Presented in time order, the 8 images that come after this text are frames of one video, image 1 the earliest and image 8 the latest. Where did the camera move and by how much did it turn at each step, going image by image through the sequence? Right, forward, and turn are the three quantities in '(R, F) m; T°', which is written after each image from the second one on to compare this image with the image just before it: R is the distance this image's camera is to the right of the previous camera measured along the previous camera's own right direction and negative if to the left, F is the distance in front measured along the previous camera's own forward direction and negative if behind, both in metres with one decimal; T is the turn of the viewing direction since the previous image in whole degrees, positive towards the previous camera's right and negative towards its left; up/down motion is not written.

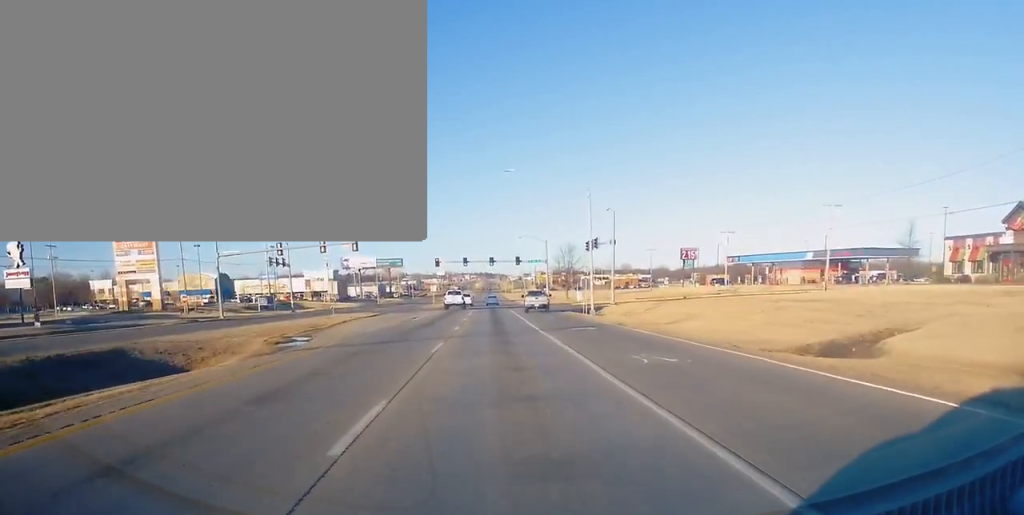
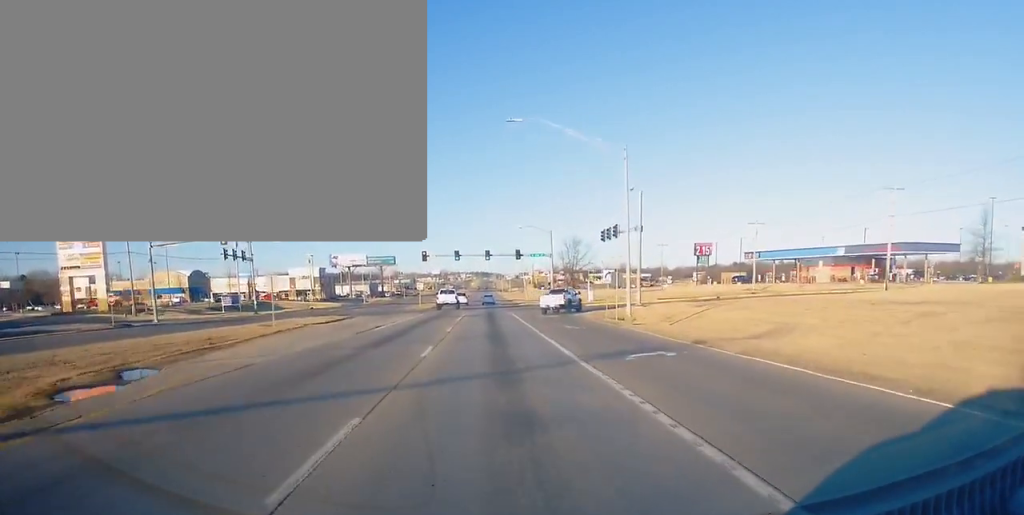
(0.0, +15.6) m; 0°
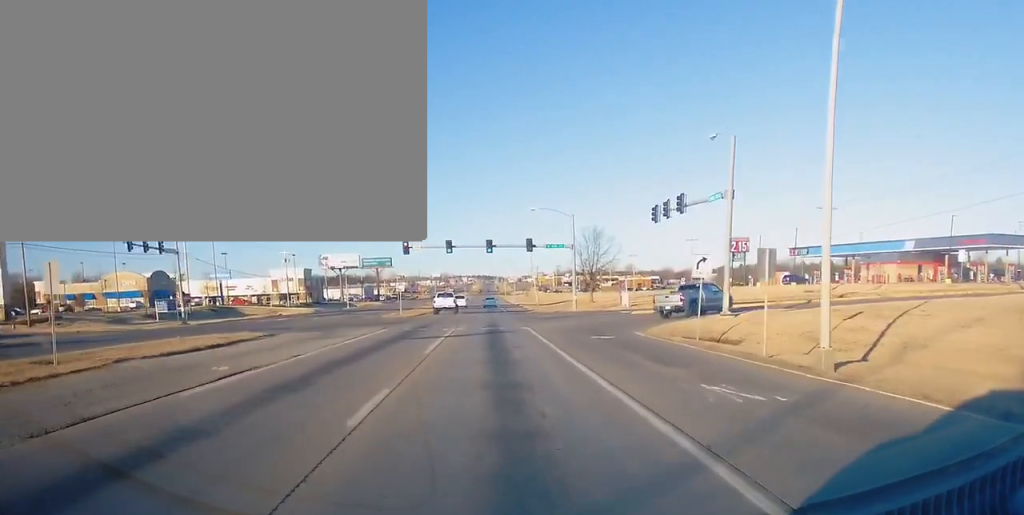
(0.0, +23.6) m; -2°
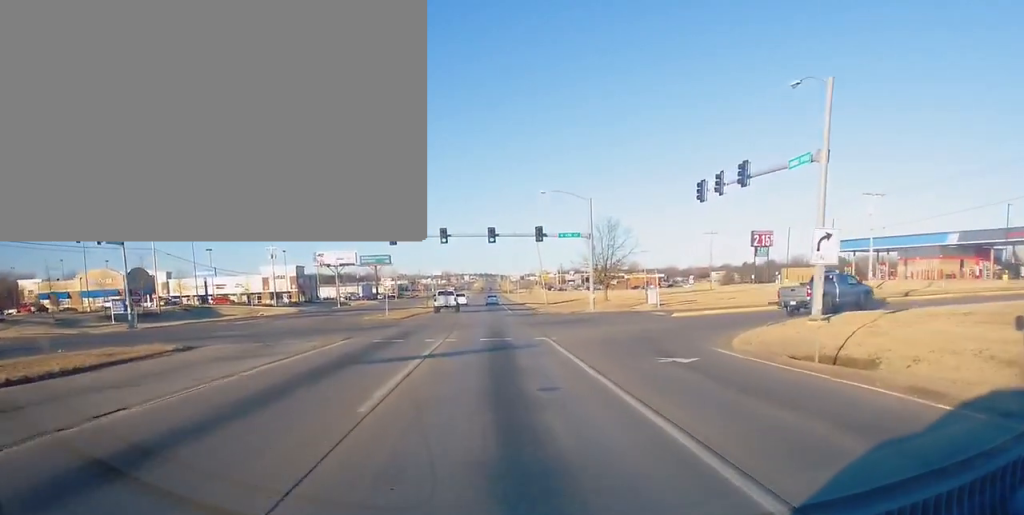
(-0.3, +11.5) m; 0°
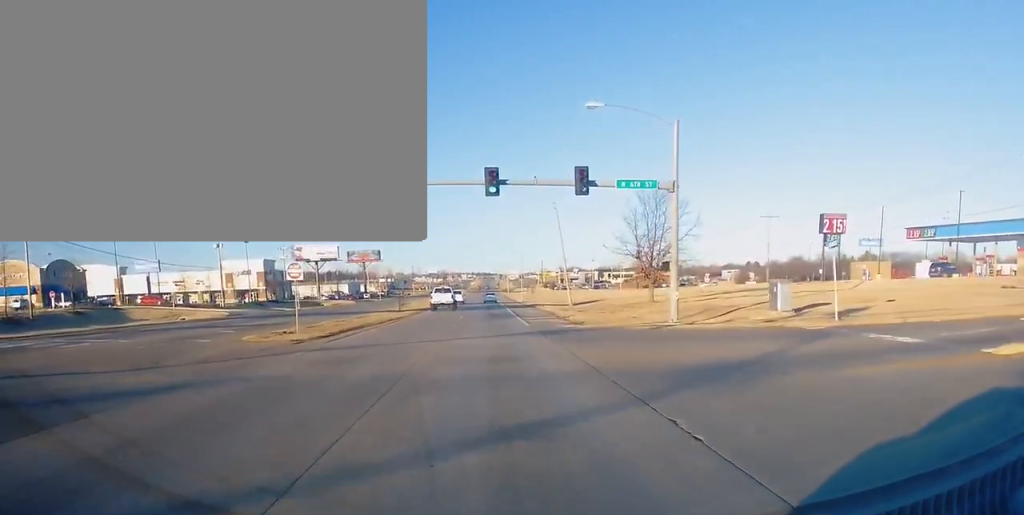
(+0.6, +29.3) m; +2°
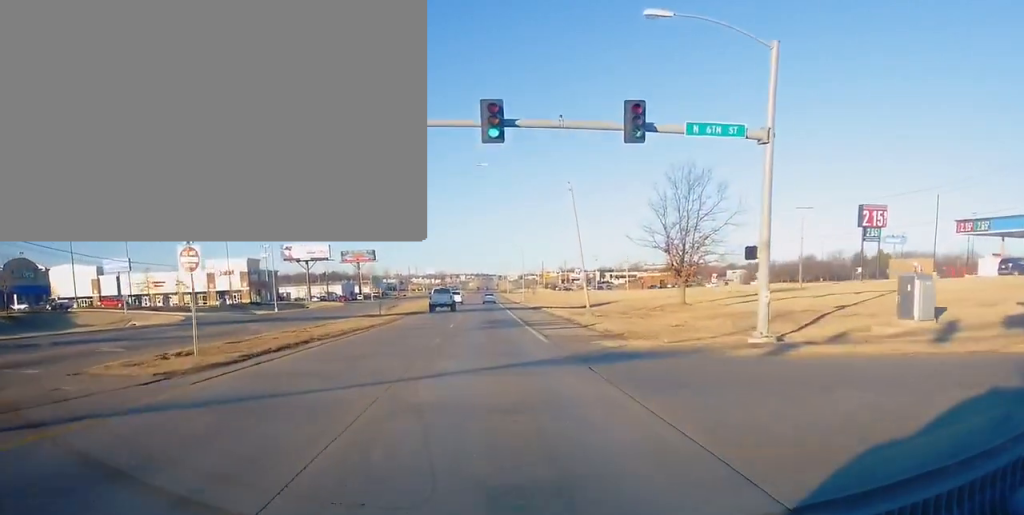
(0.0, +12.1) m; 0°
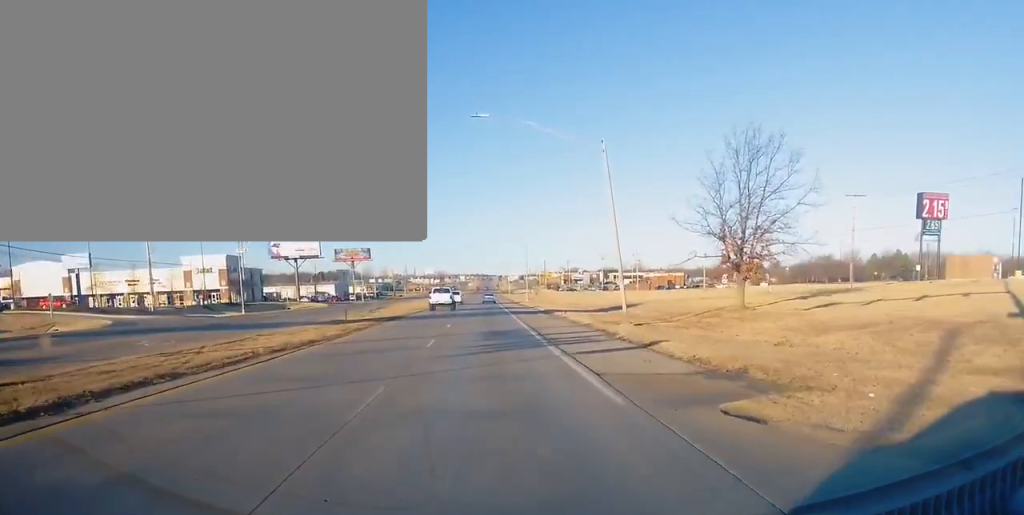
(0.0, +14.1) m; 0°
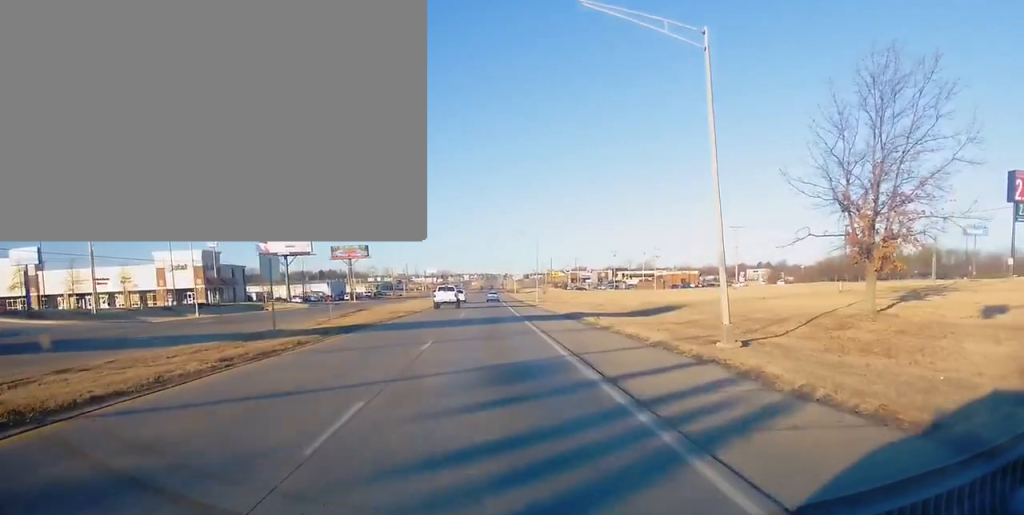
(0.0, +16.5) m; 0°
